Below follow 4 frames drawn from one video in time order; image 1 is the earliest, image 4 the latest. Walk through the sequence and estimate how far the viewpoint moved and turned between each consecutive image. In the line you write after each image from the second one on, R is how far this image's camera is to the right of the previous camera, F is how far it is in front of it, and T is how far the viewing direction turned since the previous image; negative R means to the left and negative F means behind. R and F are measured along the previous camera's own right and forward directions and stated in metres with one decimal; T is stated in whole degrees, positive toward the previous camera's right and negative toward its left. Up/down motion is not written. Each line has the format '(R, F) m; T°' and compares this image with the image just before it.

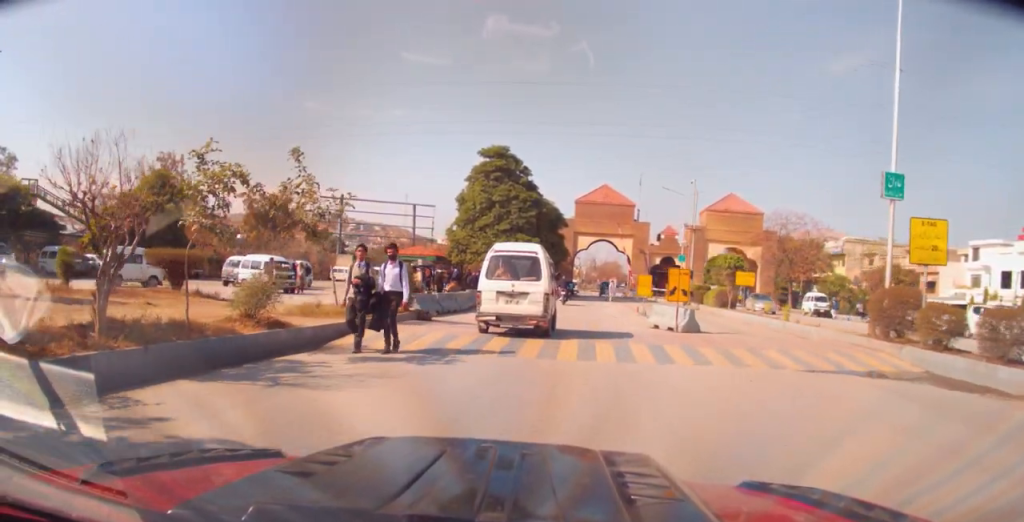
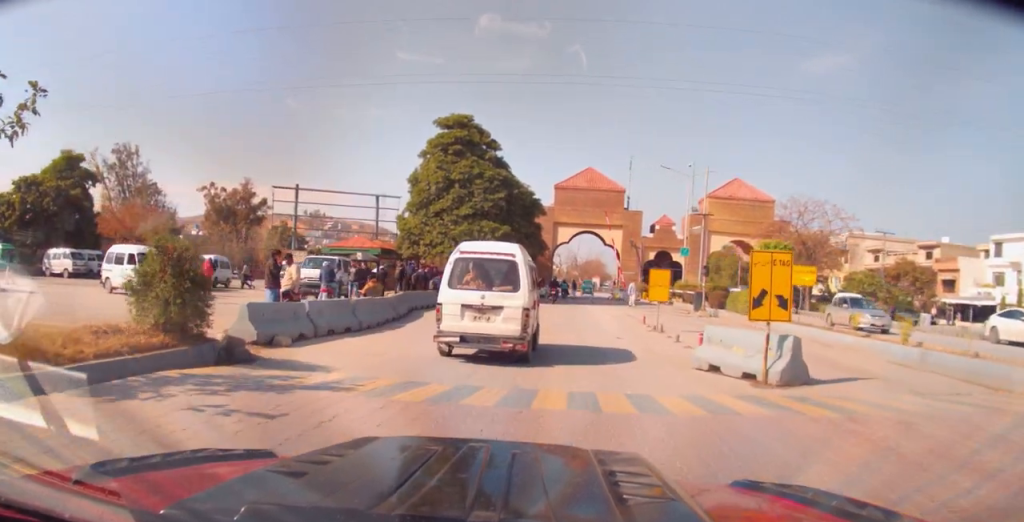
(+0.3, +9.4) m; +3°
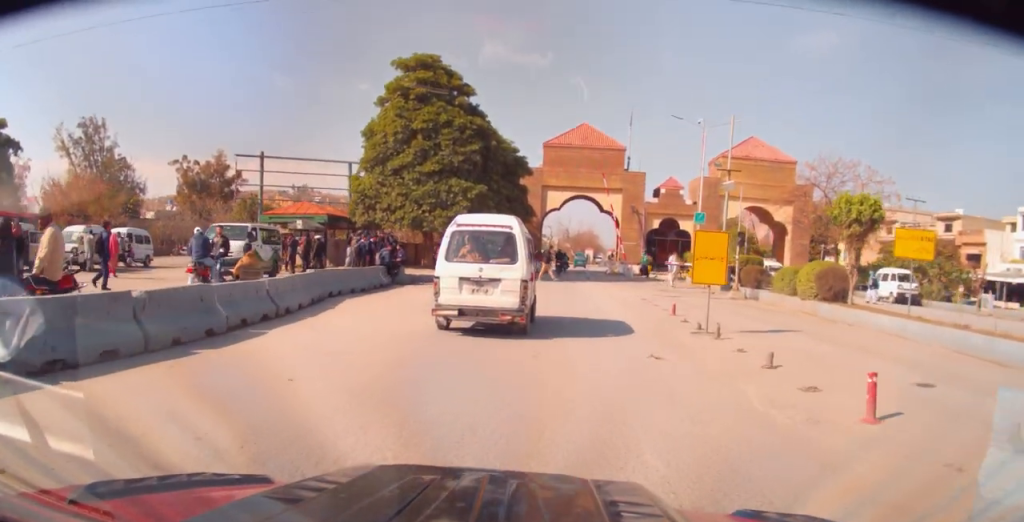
(-0.1, +7.4) m; 0°
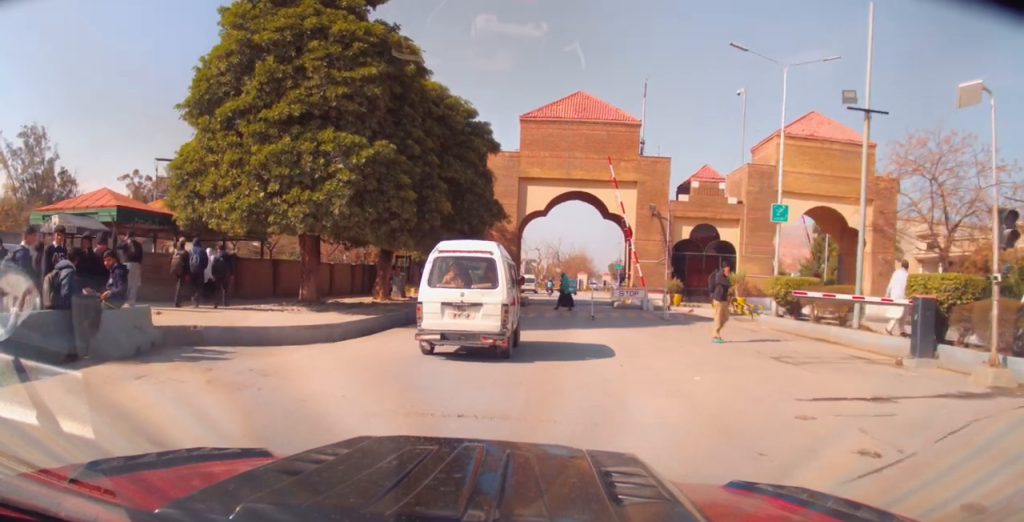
(+0.8, +14.8) m; +4°
